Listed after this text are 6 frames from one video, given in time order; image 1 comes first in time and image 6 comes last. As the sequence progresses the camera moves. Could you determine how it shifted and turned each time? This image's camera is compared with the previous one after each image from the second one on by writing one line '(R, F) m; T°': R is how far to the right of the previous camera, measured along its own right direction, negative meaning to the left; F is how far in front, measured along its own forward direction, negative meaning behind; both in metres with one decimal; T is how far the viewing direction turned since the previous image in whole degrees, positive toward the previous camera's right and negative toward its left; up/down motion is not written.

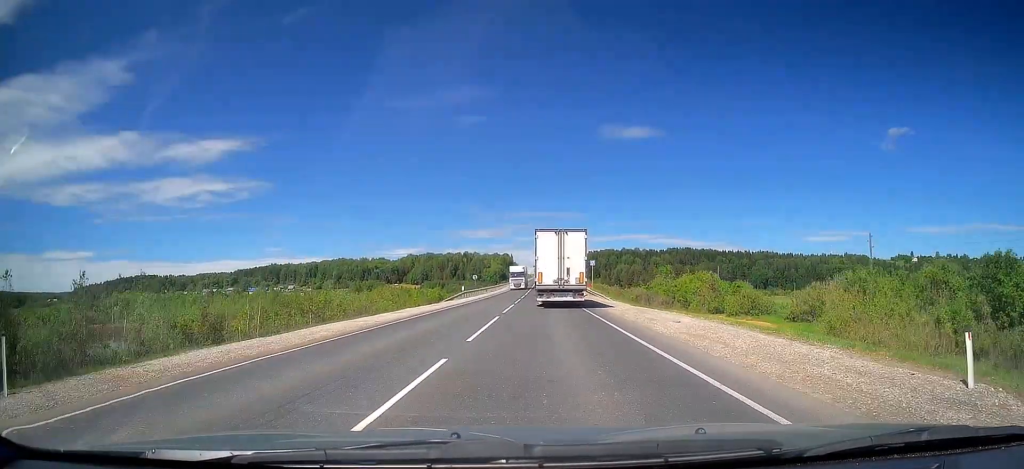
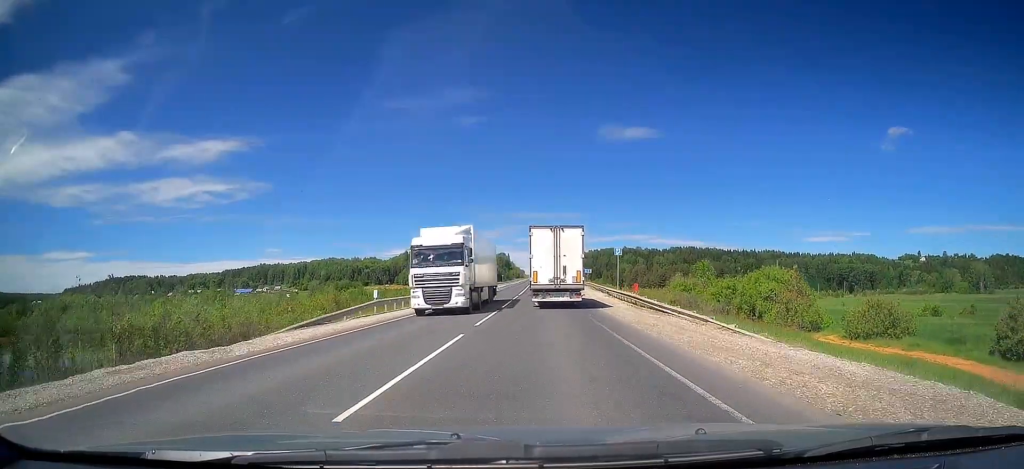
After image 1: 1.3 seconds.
(+0.3, +31.4) m; 0°
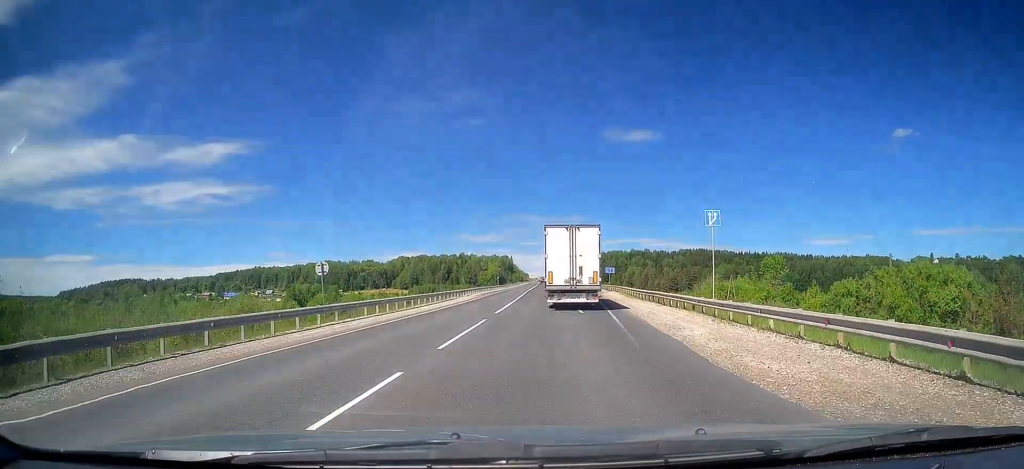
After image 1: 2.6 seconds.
(-0.2, +30.3) m; 0°
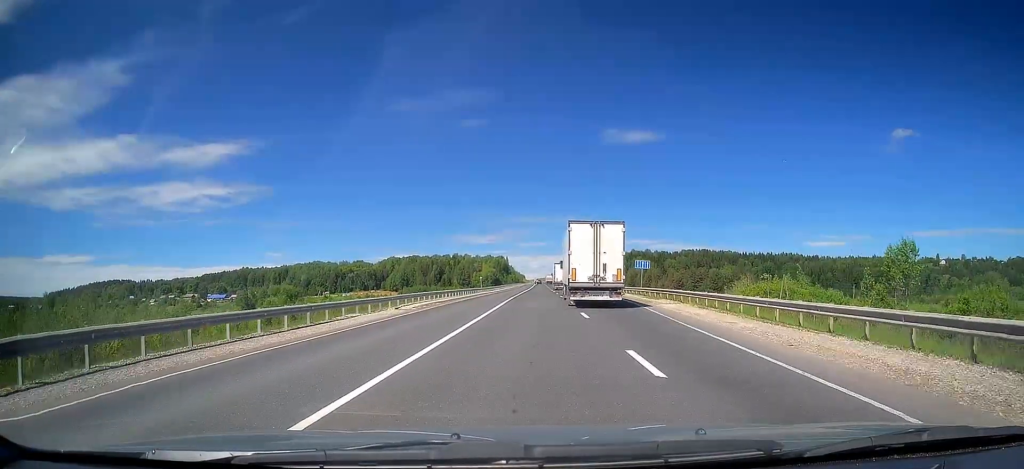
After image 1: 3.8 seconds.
(0.0, +29.0) m; 0°
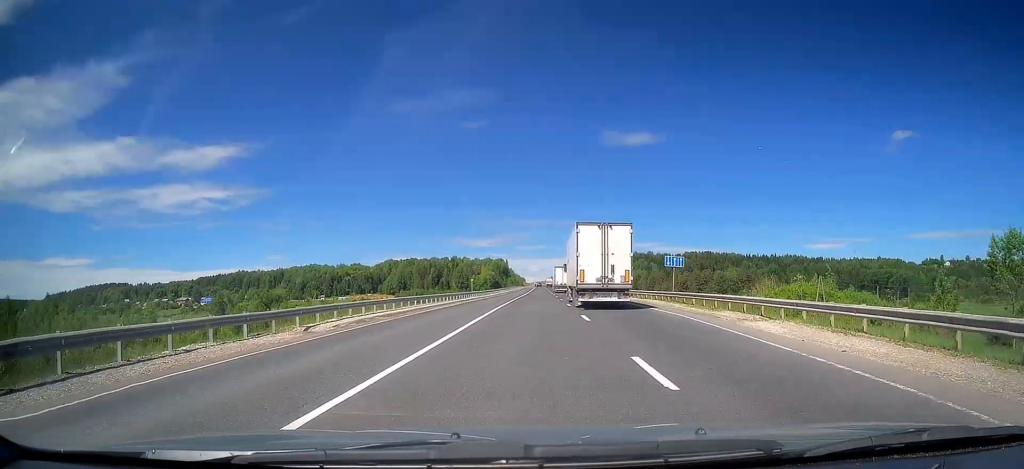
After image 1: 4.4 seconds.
(0.0, +13.0) m; 0°
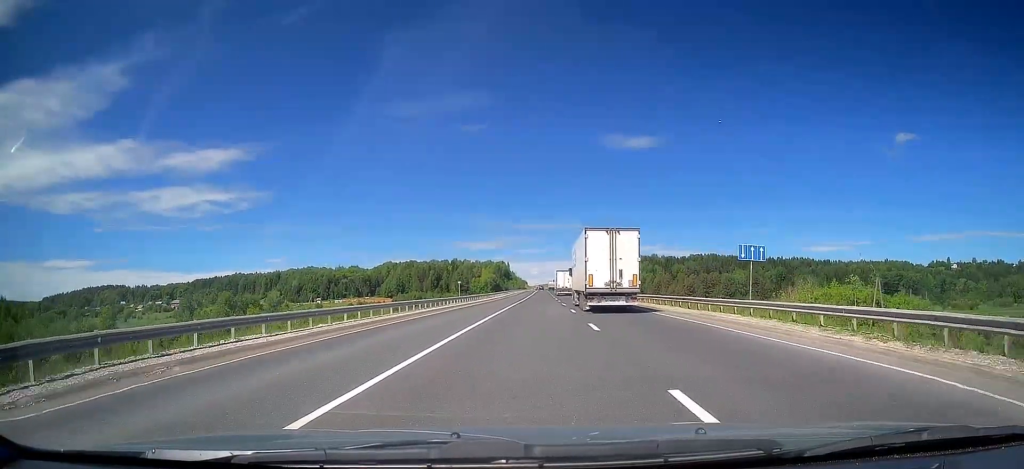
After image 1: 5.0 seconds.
(+0.1, +15.2) m; 0°
